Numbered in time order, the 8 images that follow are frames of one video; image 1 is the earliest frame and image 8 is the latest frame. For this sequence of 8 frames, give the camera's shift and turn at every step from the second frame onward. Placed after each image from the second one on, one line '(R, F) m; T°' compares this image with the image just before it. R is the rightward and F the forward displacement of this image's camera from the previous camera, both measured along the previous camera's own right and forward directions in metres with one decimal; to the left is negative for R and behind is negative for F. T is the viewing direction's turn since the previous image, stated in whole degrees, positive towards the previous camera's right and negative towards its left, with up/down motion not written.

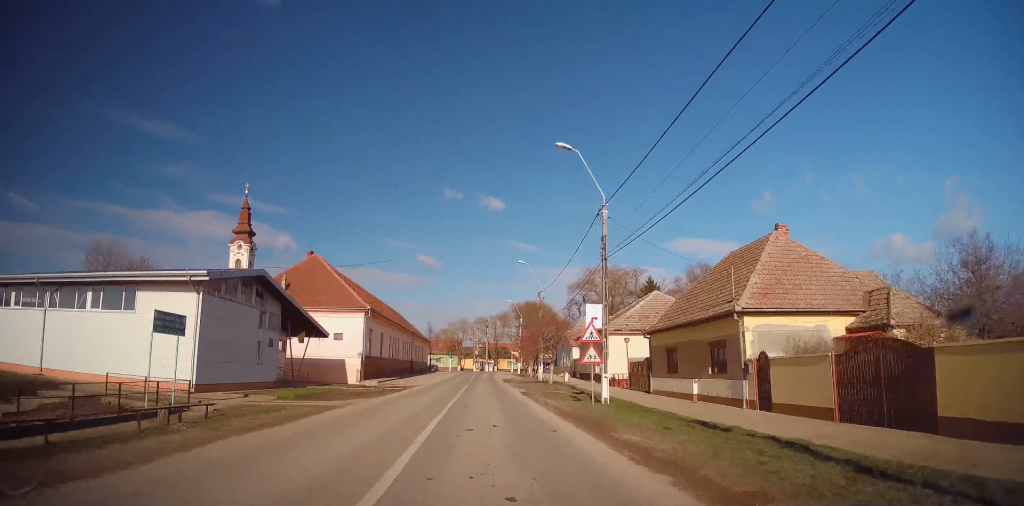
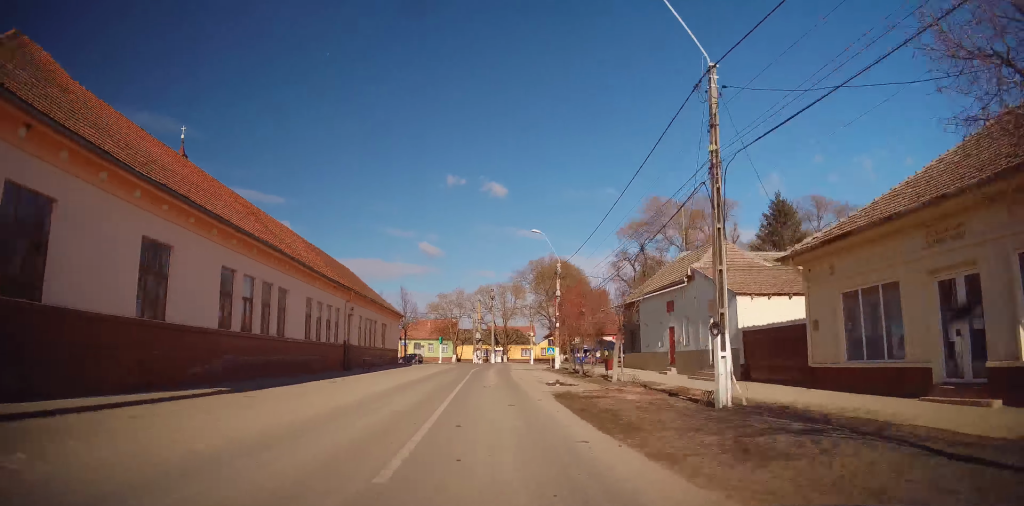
(-2.1, +38.6) m; -1°
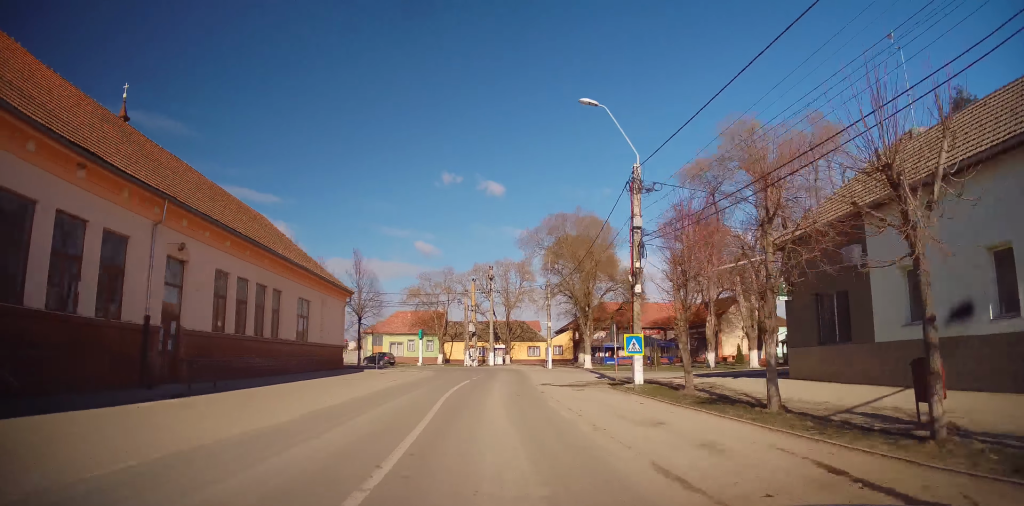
(+2.4, +21.4) m; +7°
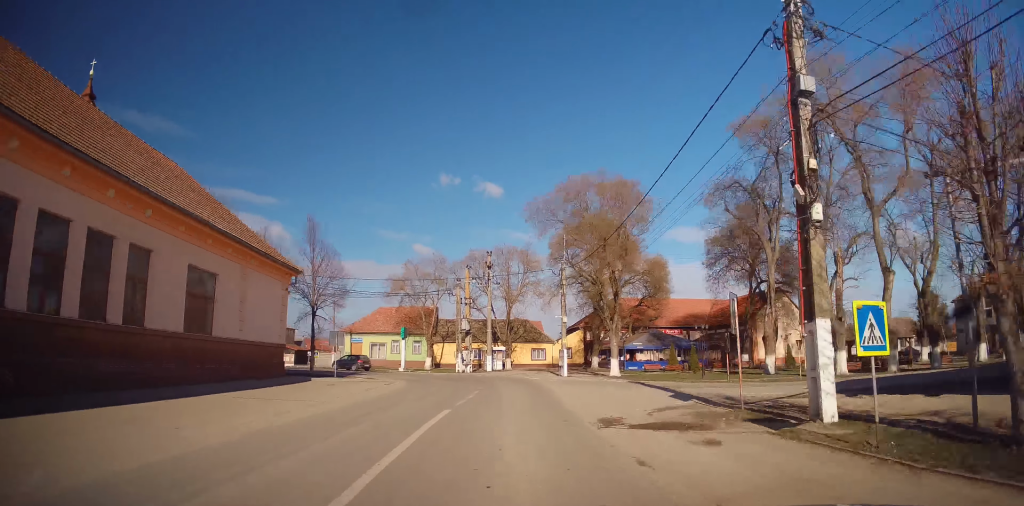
(-0.8, +10.3) m; -3°
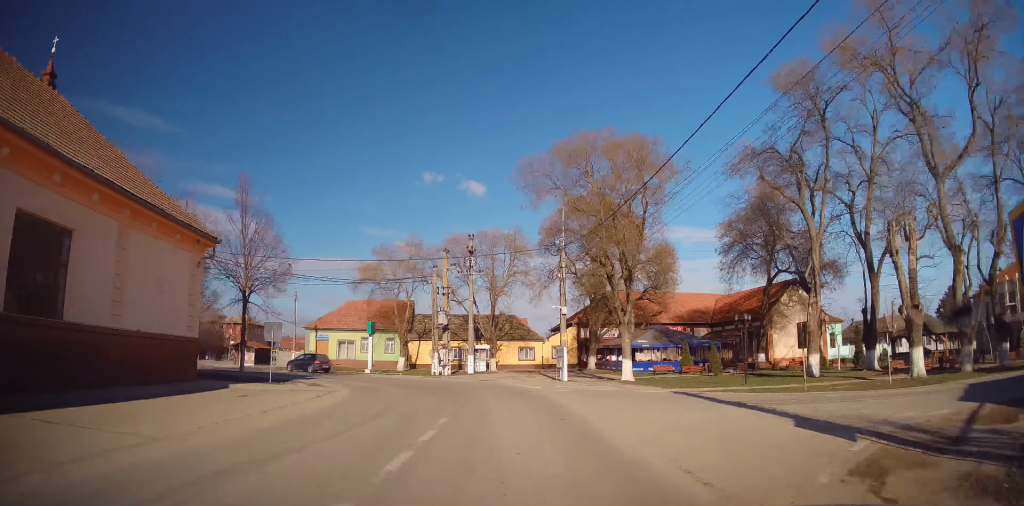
(0.0, +7.0) m; -2°
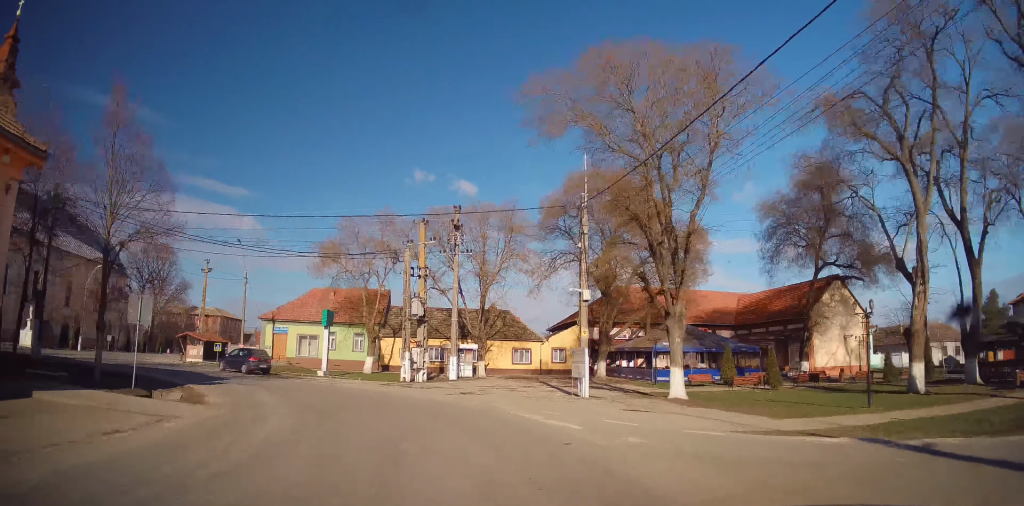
(0.0, +9.4) m; -5°
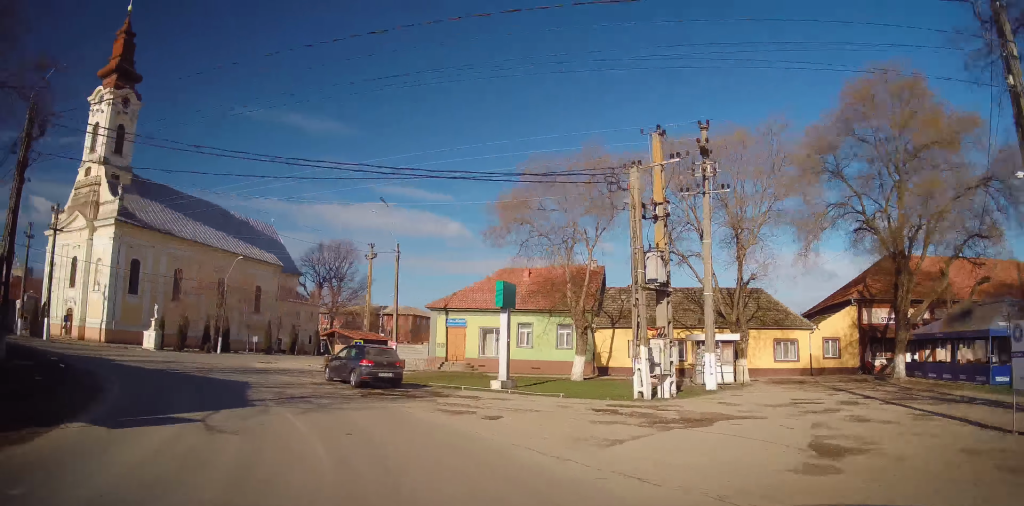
(-2.4, +14.6) m; -22°
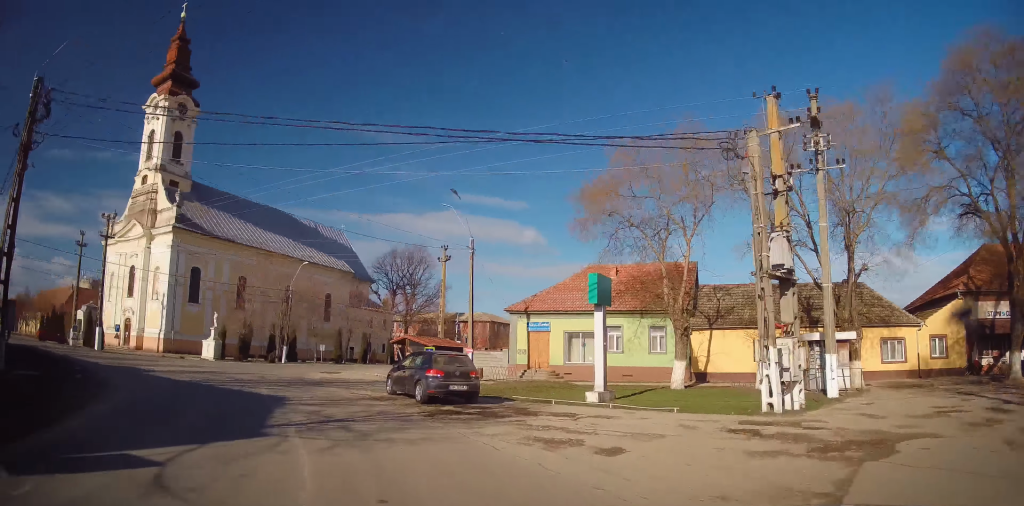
(-0.1, +3.5) m; -7°
